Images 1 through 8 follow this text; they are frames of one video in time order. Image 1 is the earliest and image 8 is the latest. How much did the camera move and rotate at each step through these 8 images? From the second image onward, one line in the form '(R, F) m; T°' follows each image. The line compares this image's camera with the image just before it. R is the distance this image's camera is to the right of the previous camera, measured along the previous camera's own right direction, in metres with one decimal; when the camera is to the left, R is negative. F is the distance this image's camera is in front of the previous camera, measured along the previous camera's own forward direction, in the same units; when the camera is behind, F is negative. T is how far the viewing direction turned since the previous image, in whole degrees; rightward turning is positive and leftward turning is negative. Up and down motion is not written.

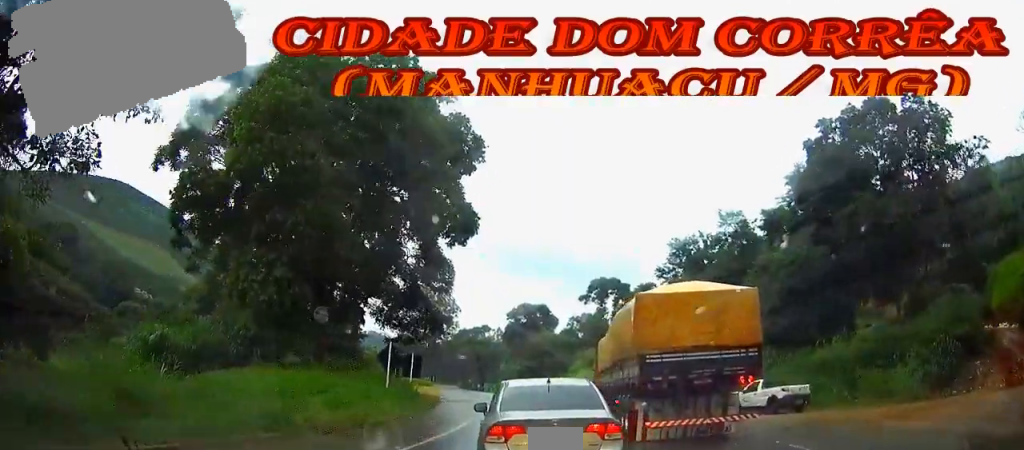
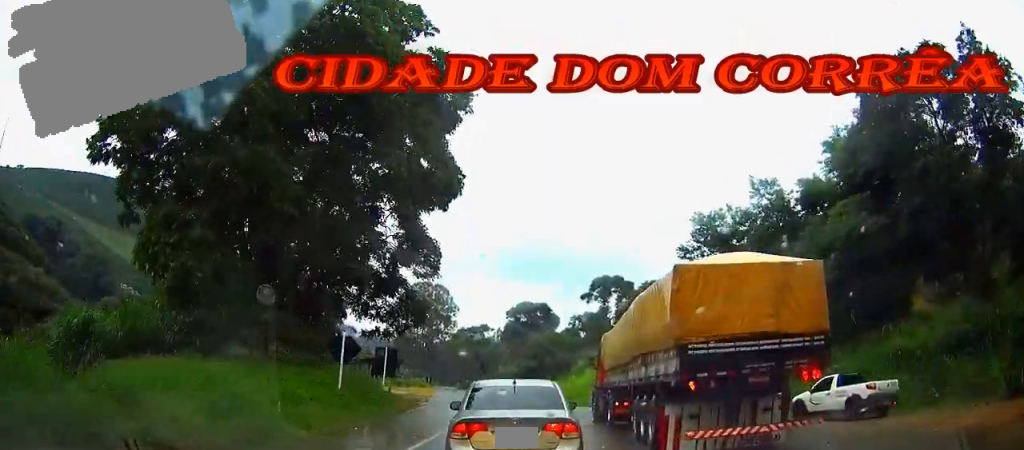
(0.0, +7.9) m; 0°
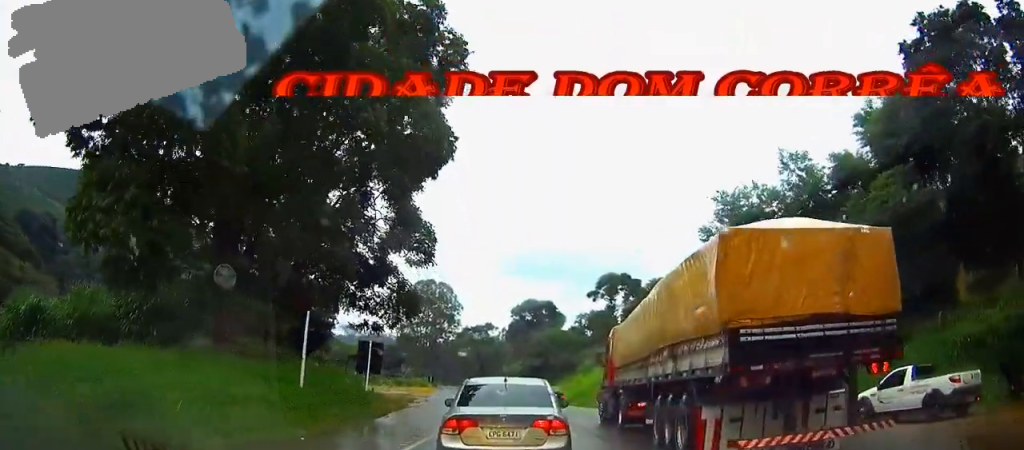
(0.0, +4.7) m; 0°
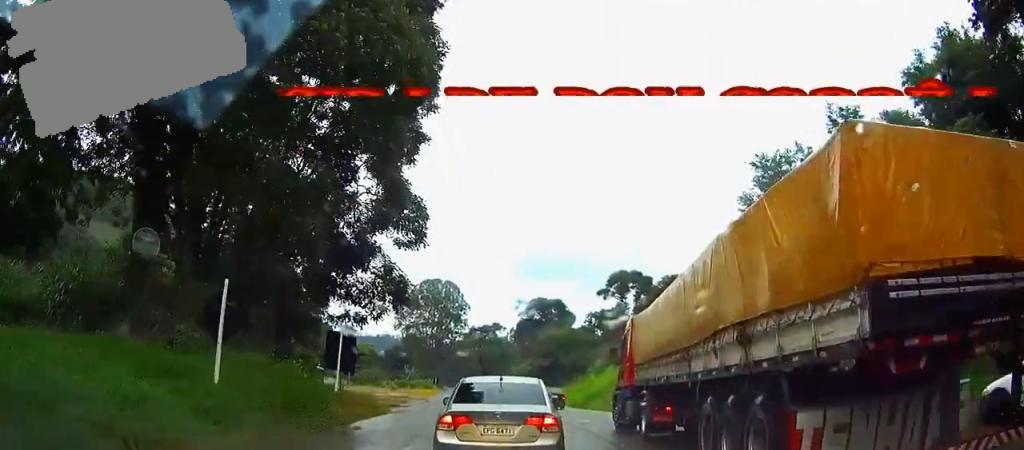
(0.0, +6.3) m; -1°
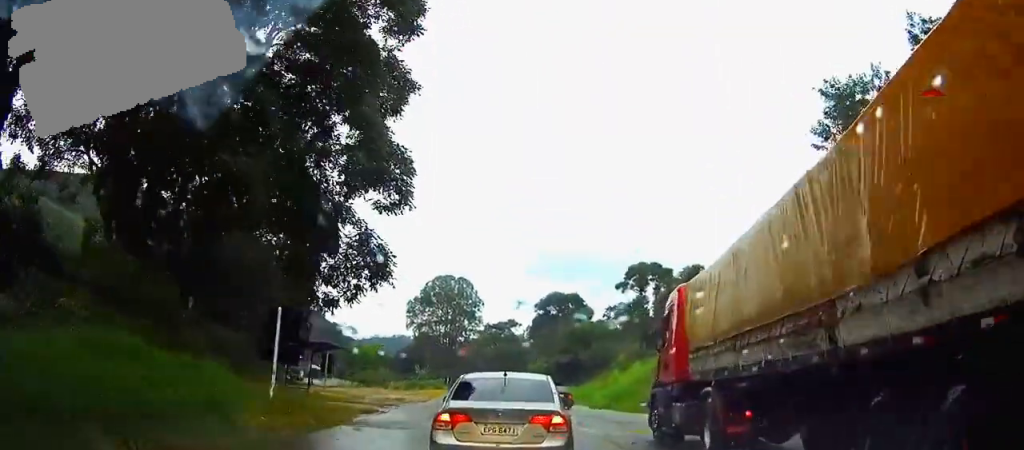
(0.0, +7.9) m; -1°
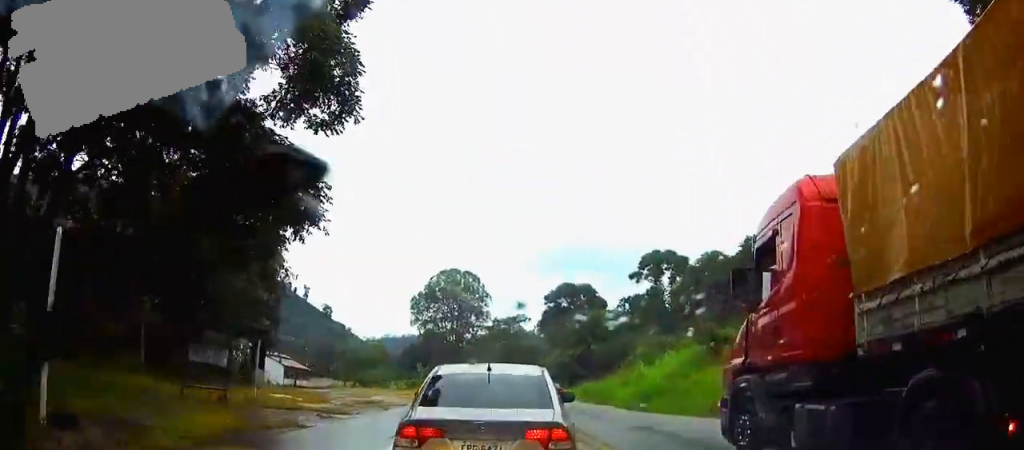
(-0.2, +10.4) m; -2°
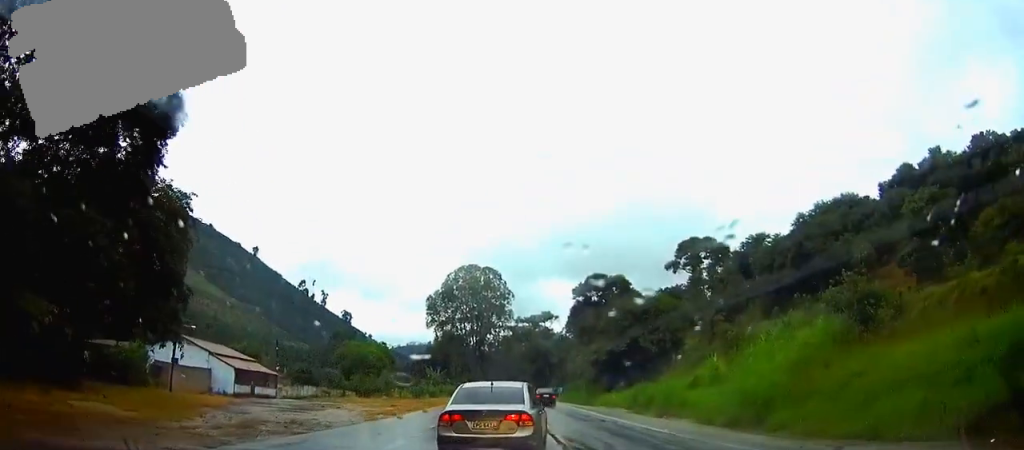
(-0.5, +19.7) m; -1°
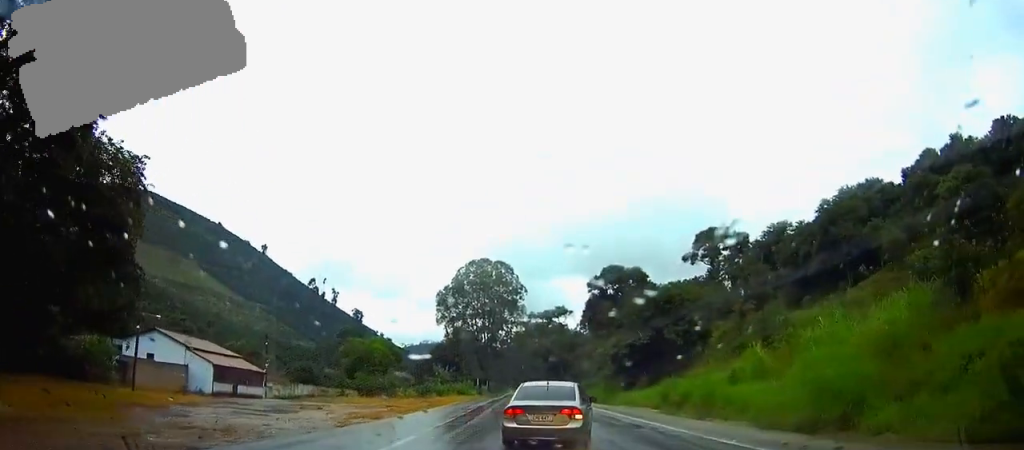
(+0.1, +6.5) m; +1°
